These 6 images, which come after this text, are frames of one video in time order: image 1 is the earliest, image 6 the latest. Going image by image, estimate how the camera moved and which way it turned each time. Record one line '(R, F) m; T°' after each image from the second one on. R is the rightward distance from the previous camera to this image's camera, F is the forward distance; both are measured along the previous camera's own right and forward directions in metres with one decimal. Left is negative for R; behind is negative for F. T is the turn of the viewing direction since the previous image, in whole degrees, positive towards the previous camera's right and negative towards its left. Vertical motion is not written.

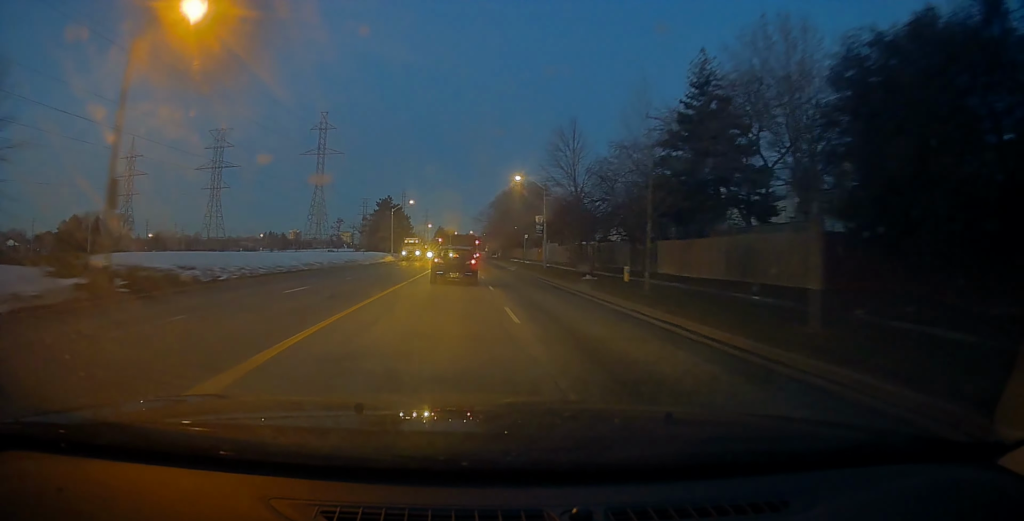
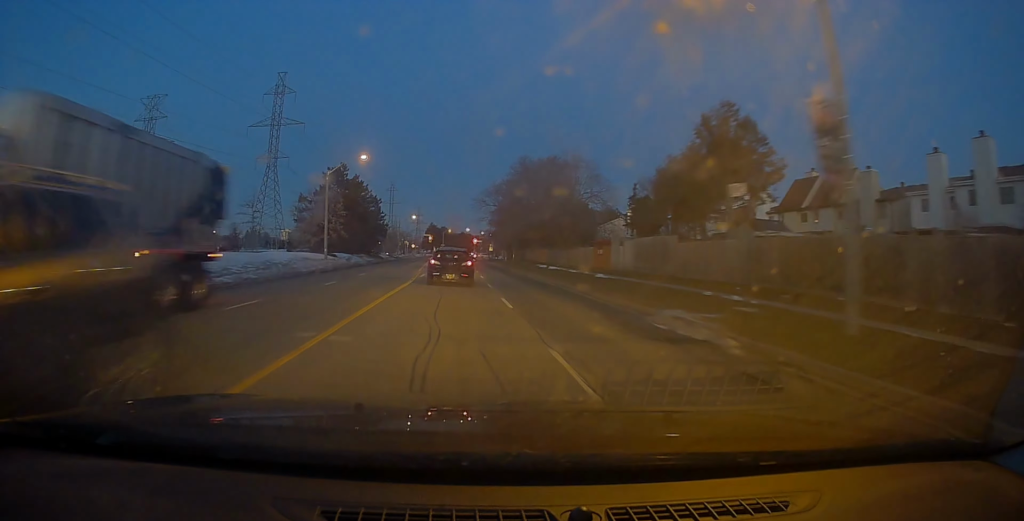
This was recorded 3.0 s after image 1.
(0.0, +41.0) m; +1°
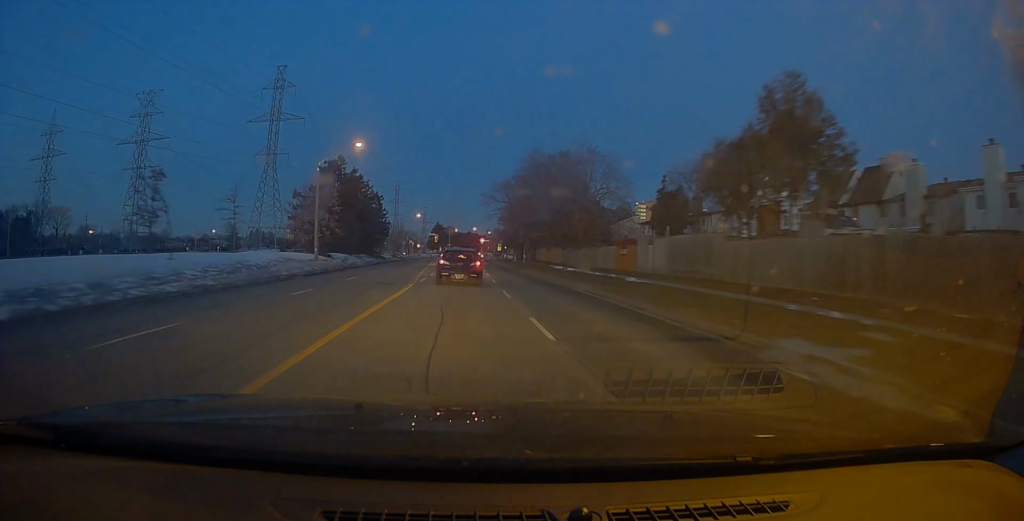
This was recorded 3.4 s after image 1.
(+0.4, +5.2) m; 0°
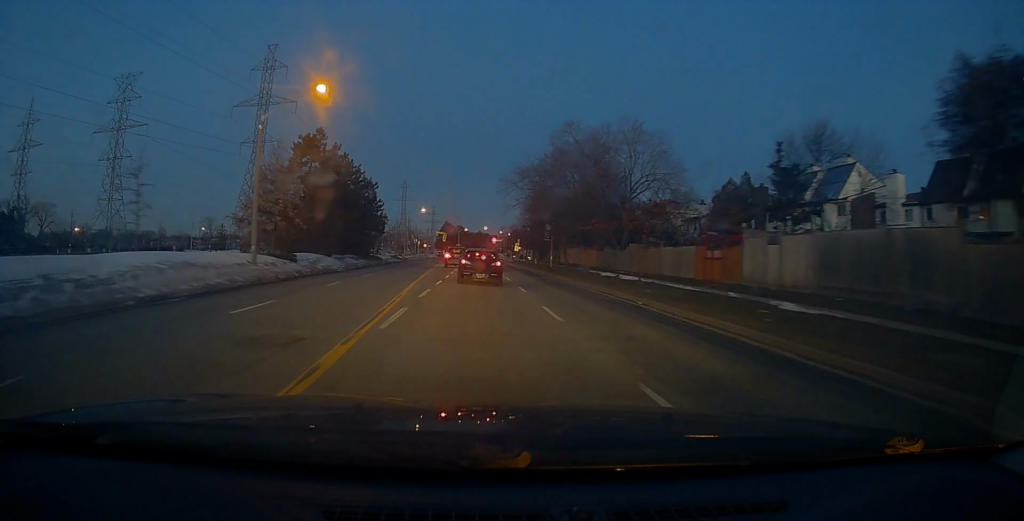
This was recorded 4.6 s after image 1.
(-0.4, +14.4) m; -2°
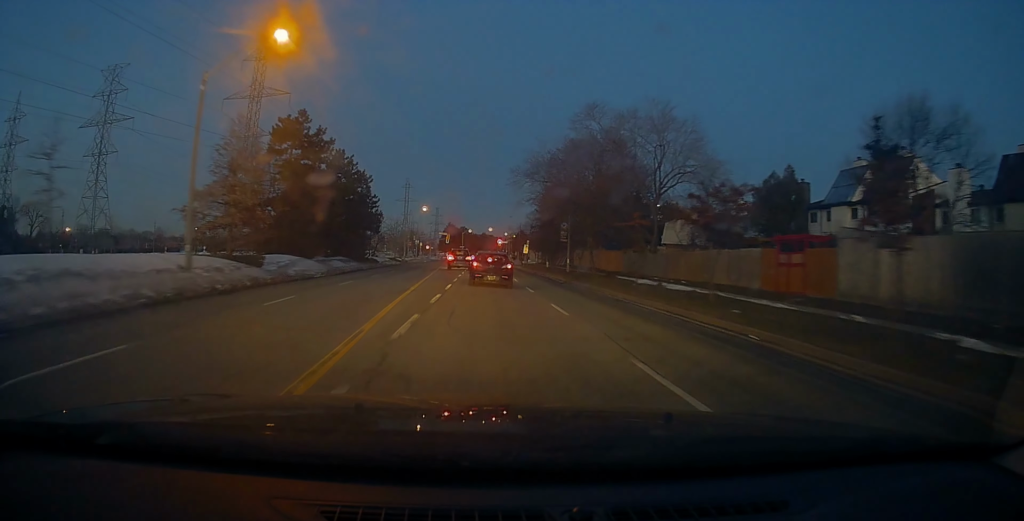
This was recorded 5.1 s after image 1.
(0.0, +7.1) m; 0°
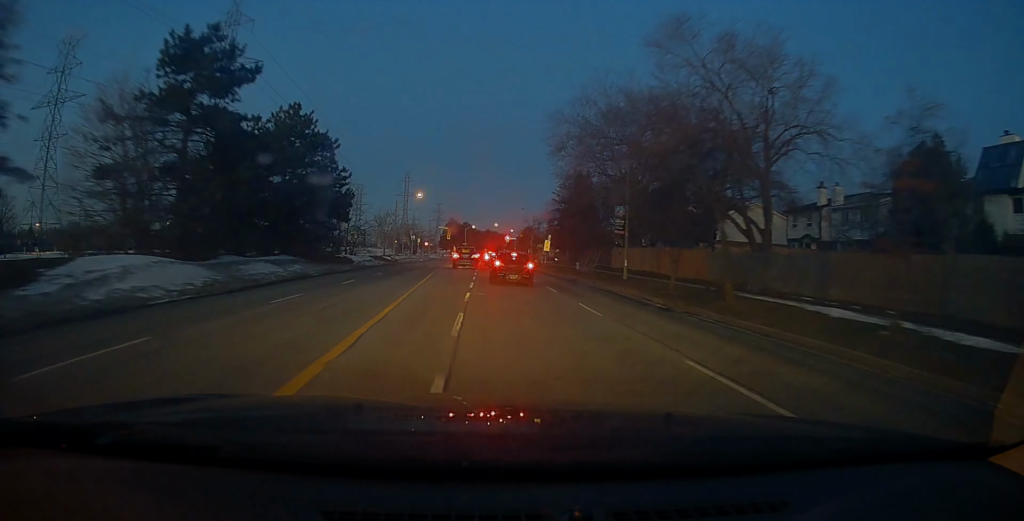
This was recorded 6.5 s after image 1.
(-0.1, +17.5) m; +2°
